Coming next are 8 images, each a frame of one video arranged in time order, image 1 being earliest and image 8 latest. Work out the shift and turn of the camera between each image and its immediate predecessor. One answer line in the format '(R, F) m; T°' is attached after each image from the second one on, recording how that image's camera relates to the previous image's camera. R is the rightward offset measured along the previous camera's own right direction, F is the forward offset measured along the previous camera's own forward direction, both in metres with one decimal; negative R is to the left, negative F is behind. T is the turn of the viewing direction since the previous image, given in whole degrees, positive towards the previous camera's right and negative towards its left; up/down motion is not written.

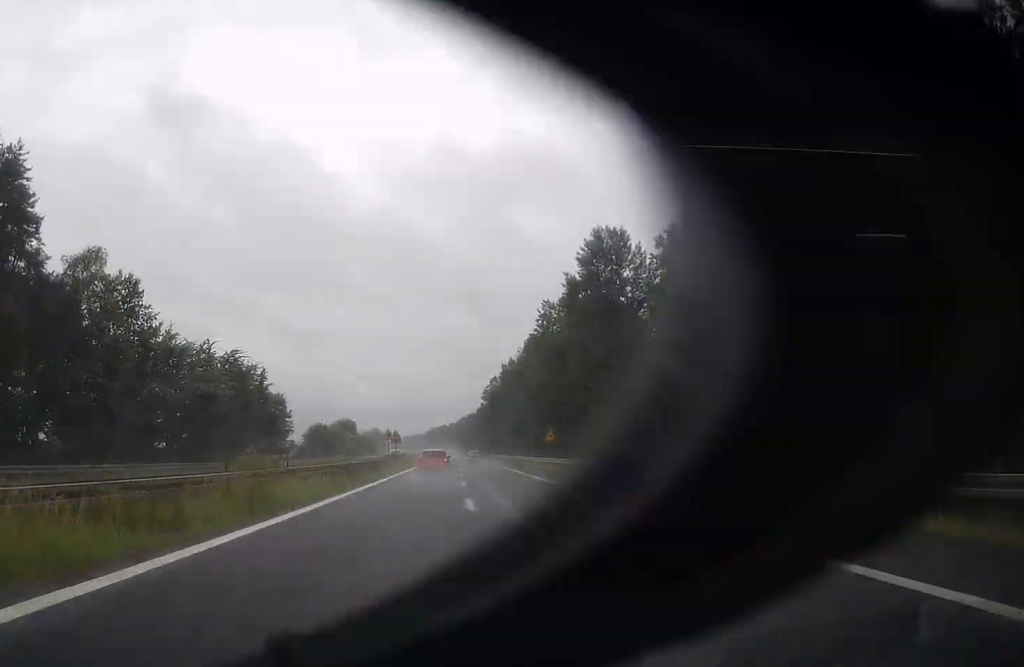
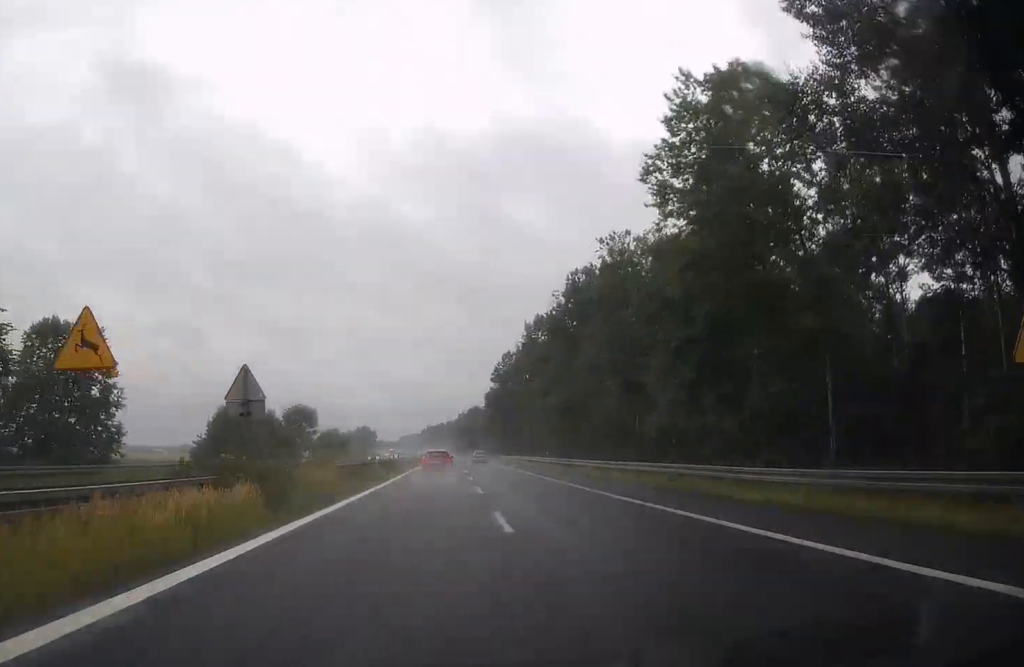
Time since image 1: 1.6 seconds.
(-0.5, +53.2) m; -1°
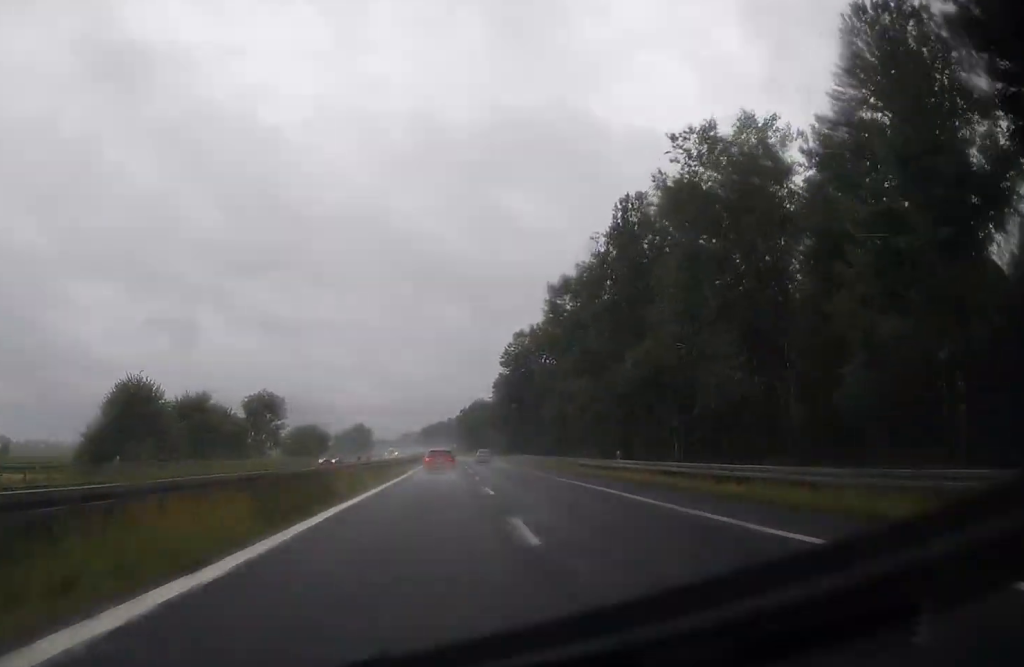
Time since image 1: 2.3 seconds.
(-0.1, +26.1) m; 0°
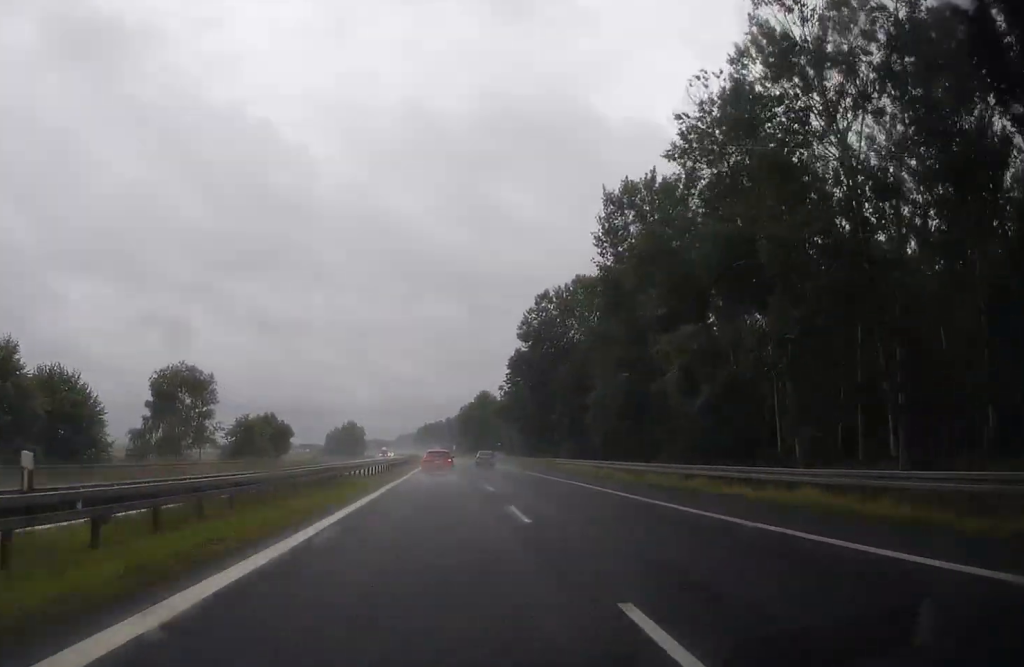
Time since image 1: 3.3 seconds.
(+0.3, +33.0) m; +1°
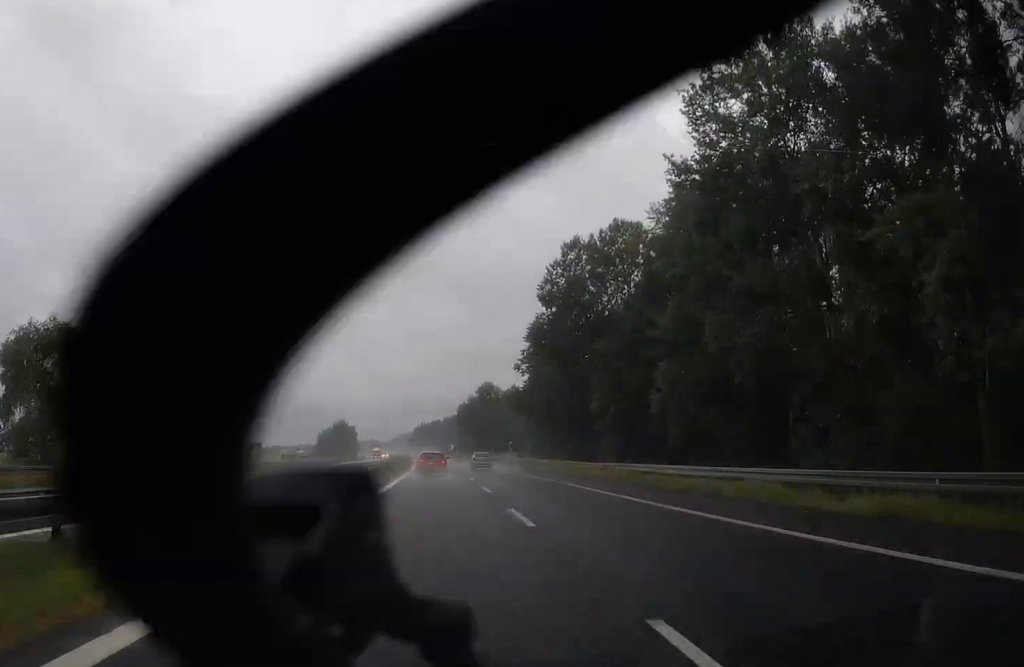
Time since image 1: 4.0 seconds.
(0.0, +23.9) m; 0°
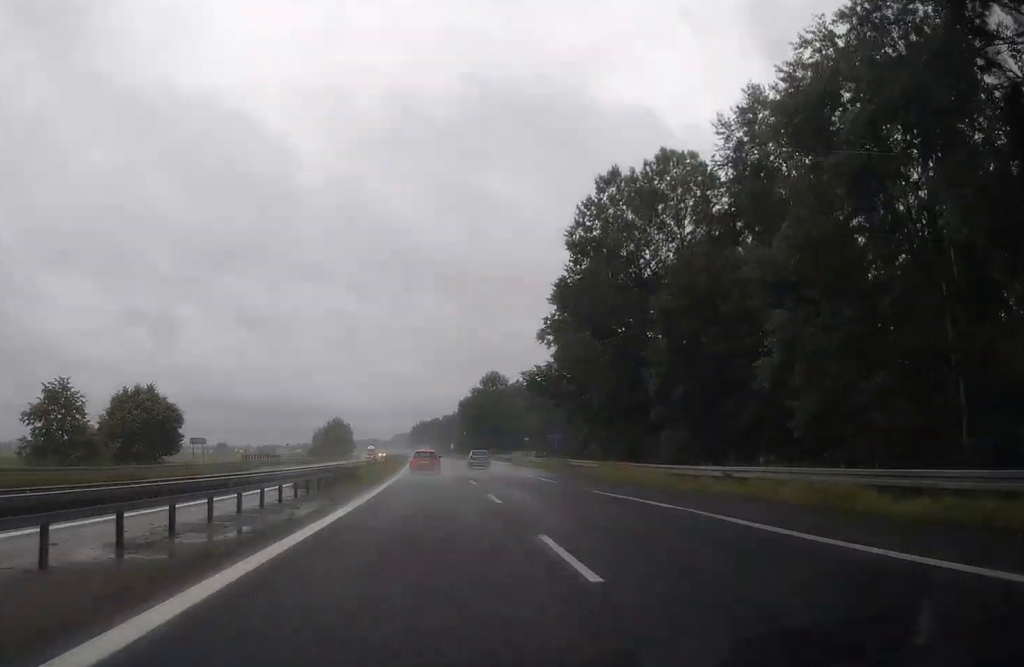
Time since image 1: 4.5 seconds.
(0.0, +18.3) m; 0°
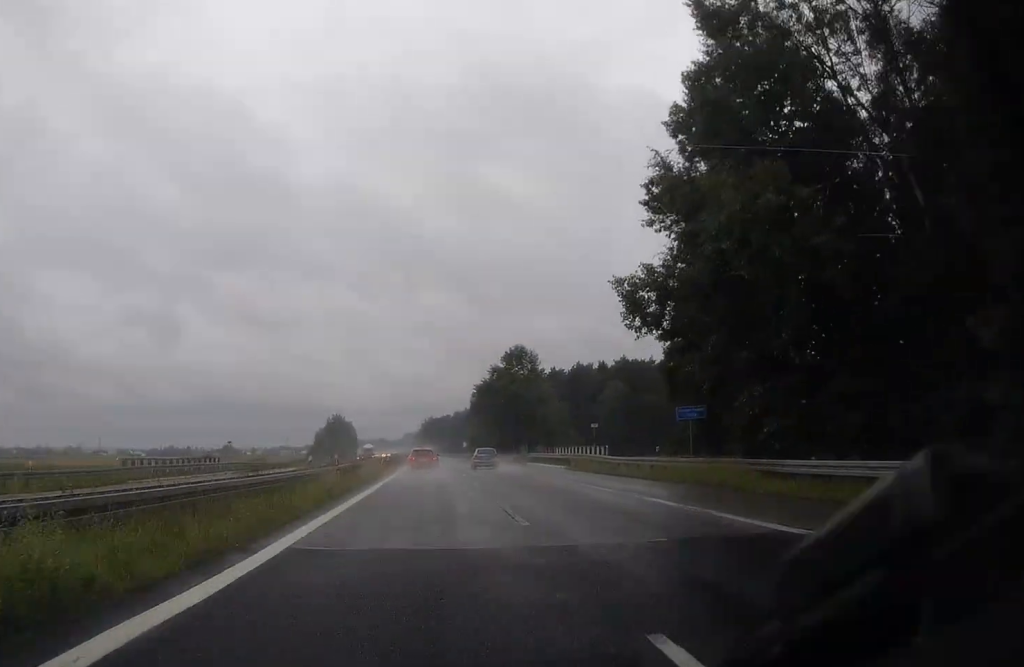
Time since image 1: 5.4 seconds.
(0.0, +30.9) m; 0°
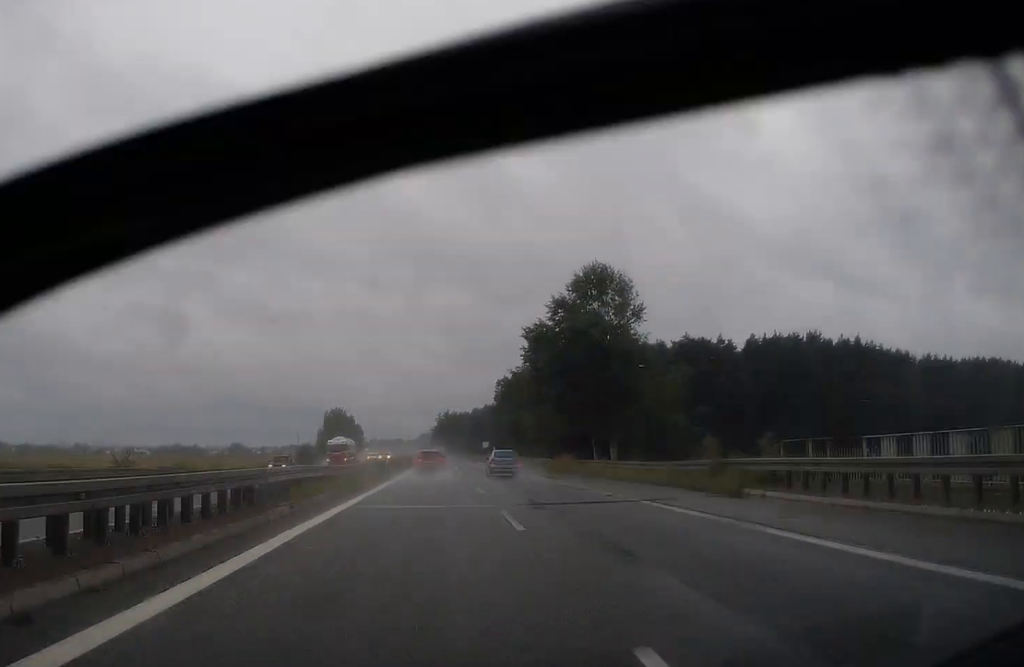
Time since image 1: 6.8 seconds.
(-0.5, +48.2) m; -1°
